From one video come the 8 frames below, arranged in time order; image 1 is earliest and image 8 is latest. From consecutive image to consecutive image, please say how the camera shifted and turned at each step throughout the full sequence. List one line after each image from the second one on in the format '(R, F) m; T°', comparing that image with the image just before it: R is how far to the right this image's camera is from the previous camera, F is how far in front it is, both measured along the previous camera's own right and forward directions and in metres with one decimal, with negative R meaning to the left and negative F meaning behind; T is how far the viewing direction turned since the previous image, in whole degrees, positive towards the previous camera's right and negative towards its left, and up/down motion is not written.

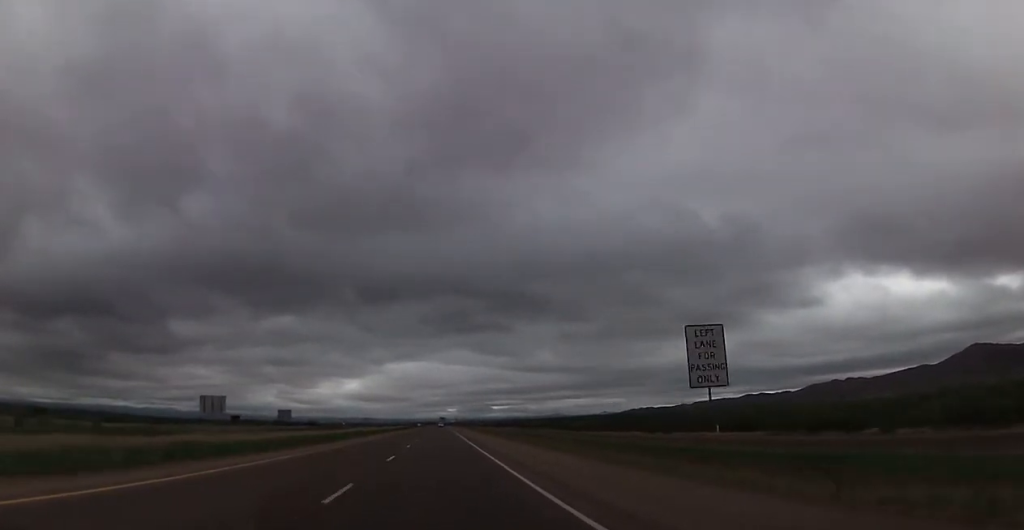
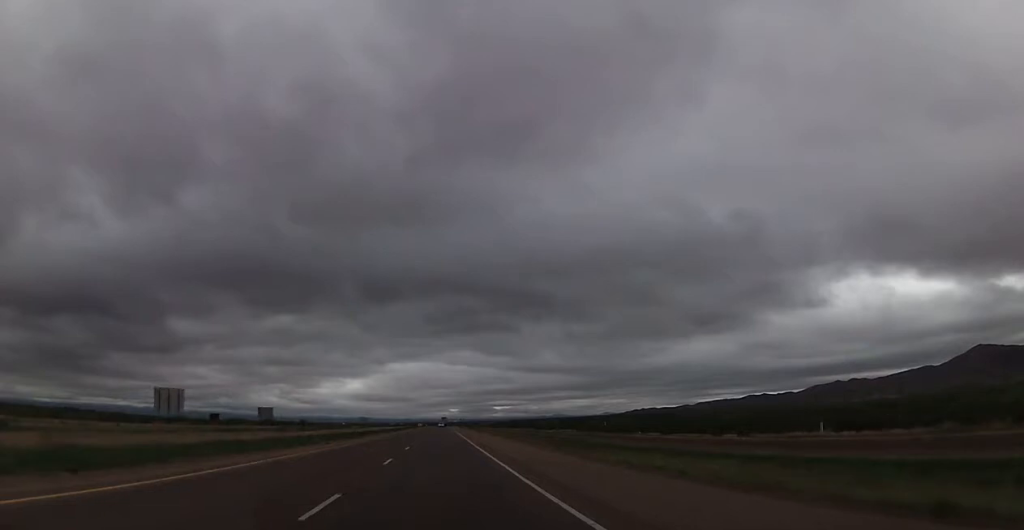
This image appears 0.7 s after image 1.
(-0.1, +26.2) m; 0°
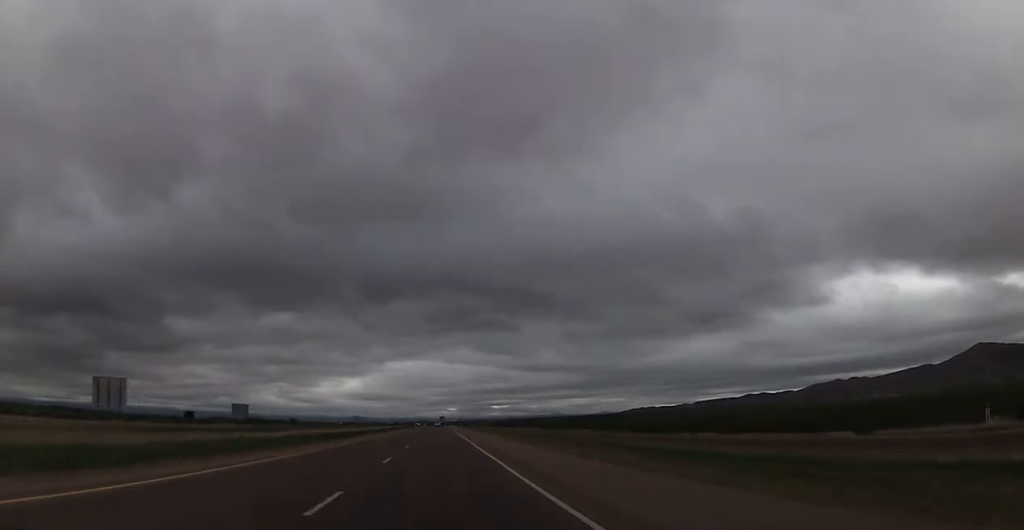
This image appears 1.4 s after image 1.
(0.0, +23.9) m; 0°
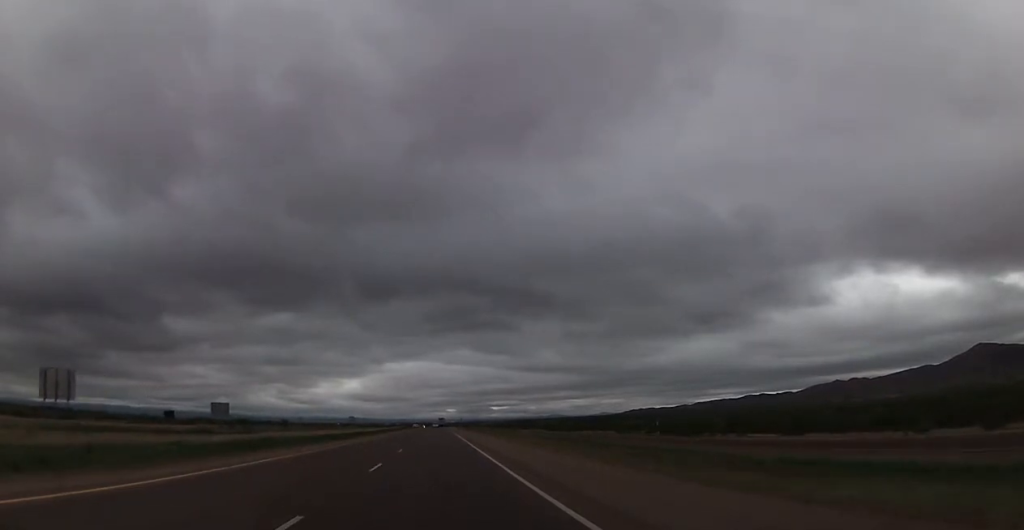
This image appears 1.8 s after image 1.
(0.0, +15.5) m; 0°
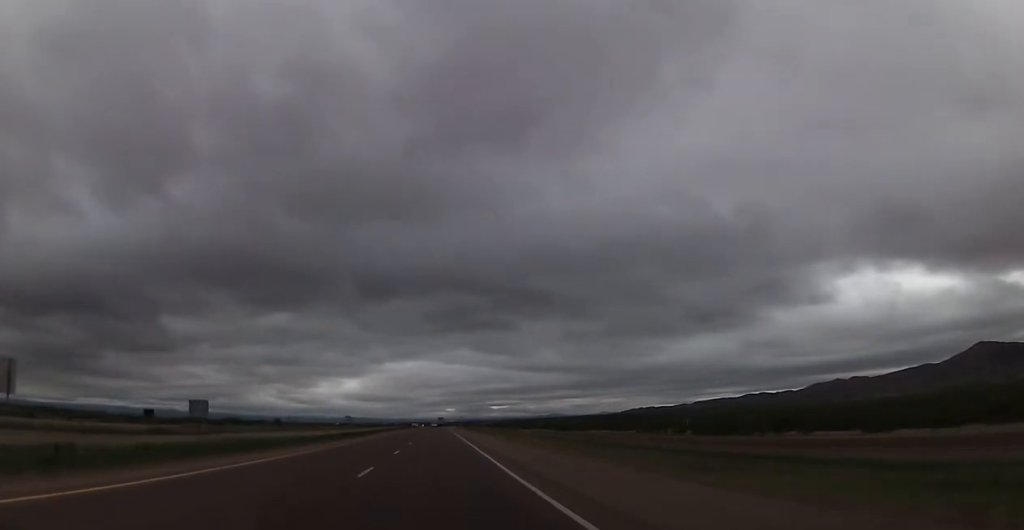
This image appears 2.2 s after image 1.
(0.0, +14.3) m; 0°
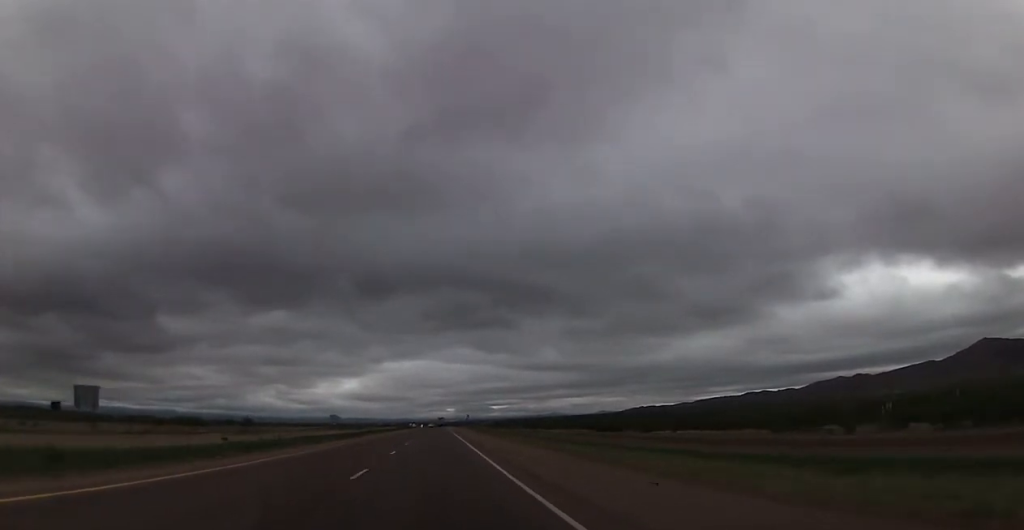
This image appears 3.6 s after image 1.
(-0.1, +48.9) m; 0°
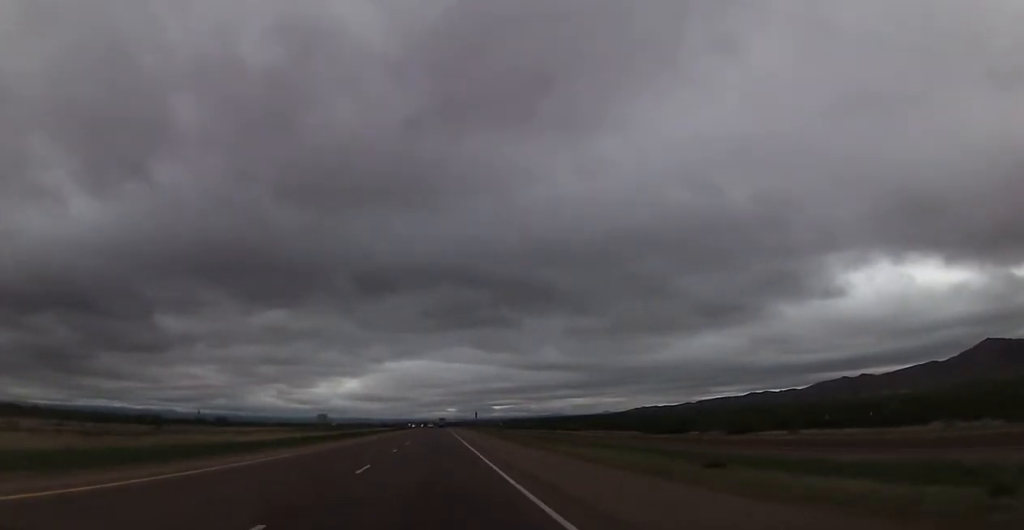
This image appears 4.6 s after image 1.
(+0.1, +34.9) m; 0°
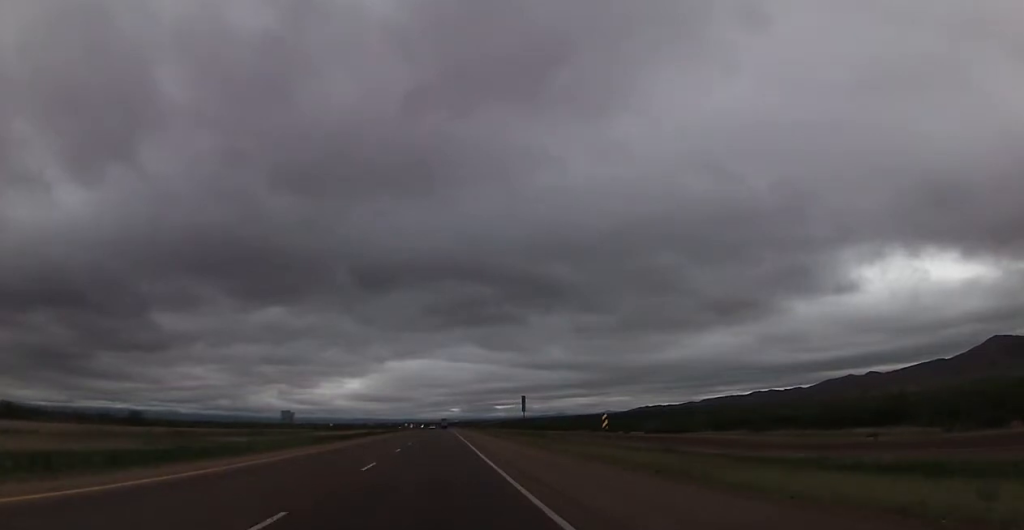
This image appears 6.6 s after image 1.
(-0.1, +72.1) m; 0°
